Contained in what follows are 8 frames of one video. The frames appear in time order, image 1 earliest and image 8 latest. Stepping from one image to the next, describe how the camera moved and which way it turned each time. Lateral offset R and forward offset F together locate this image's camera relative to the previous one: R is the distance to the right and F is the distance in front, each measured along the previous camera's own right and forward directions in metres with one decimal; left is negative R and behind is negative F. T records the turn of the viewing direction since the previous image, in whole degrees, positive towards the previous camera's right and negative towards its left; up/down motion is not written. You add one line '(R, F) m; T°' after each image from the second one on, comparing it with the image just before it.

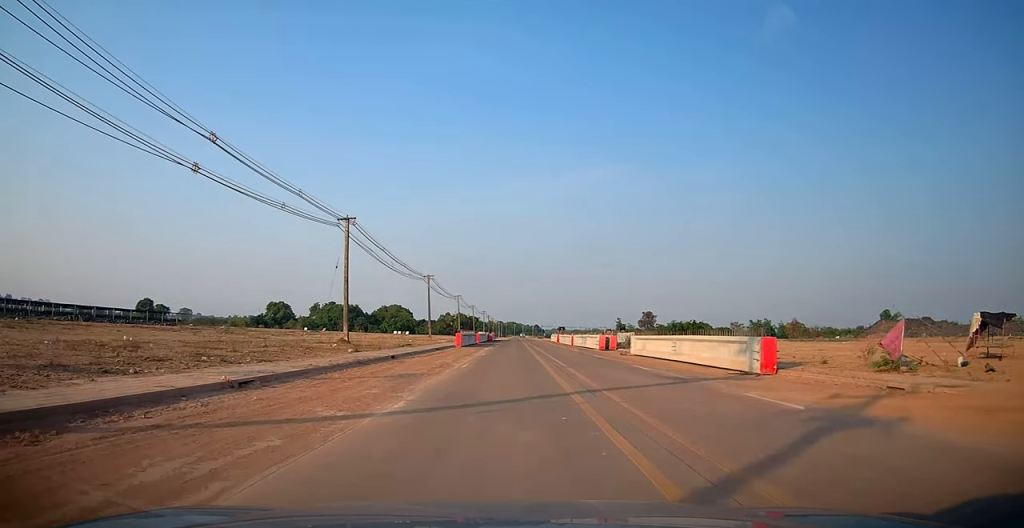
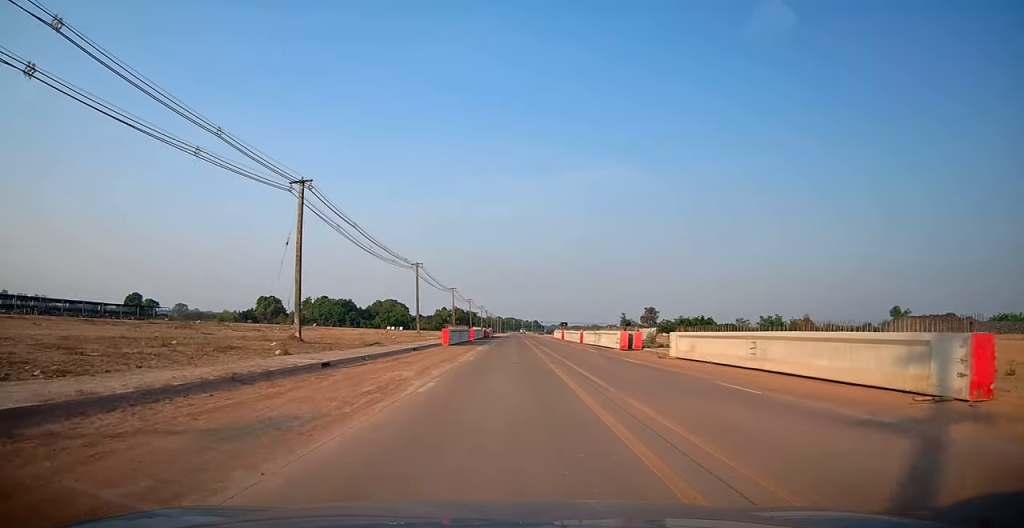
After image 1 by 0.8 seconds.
(+0.1, +9.7) m; 0°
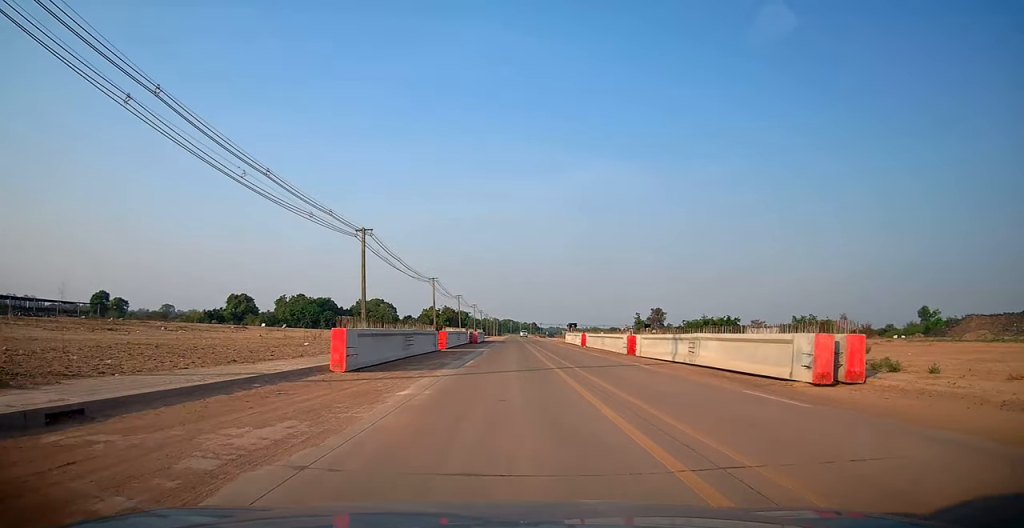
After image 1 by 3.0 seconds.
(0.0, +25.6) m; 0°
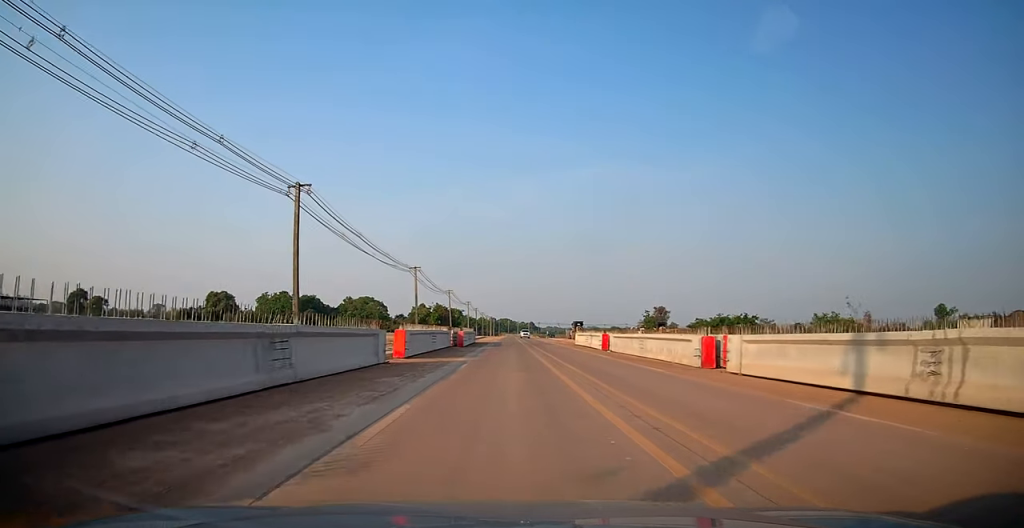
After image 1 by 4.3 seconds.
(-0.3, +14.4) m; -1°
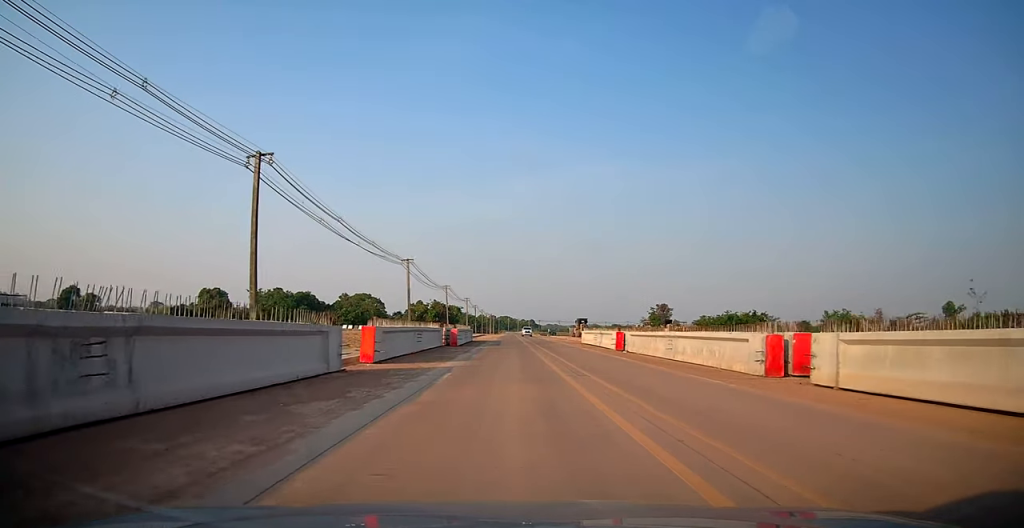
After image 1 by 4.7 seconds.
(+0.1, +5.6) m; 0°
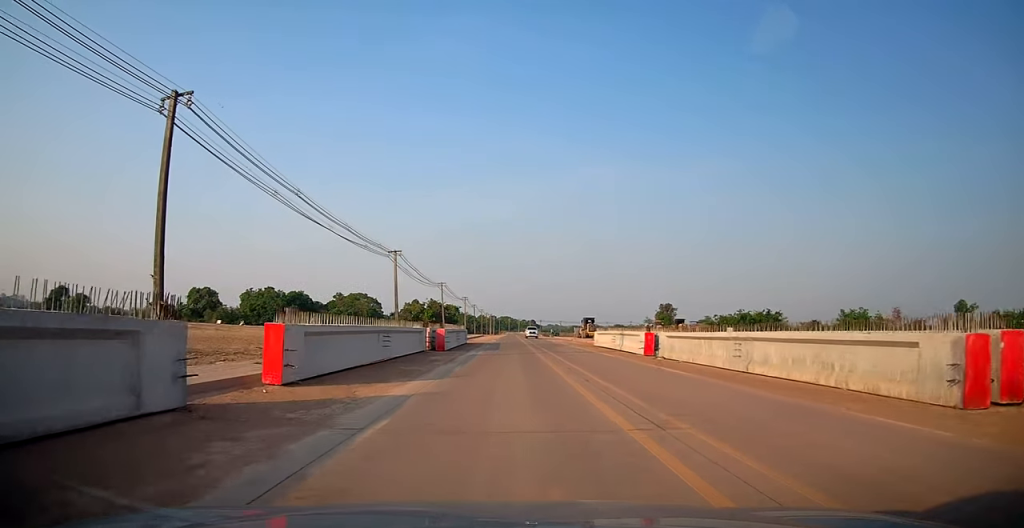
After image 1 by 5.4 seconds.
(+0.1, +7.9) m; +1°
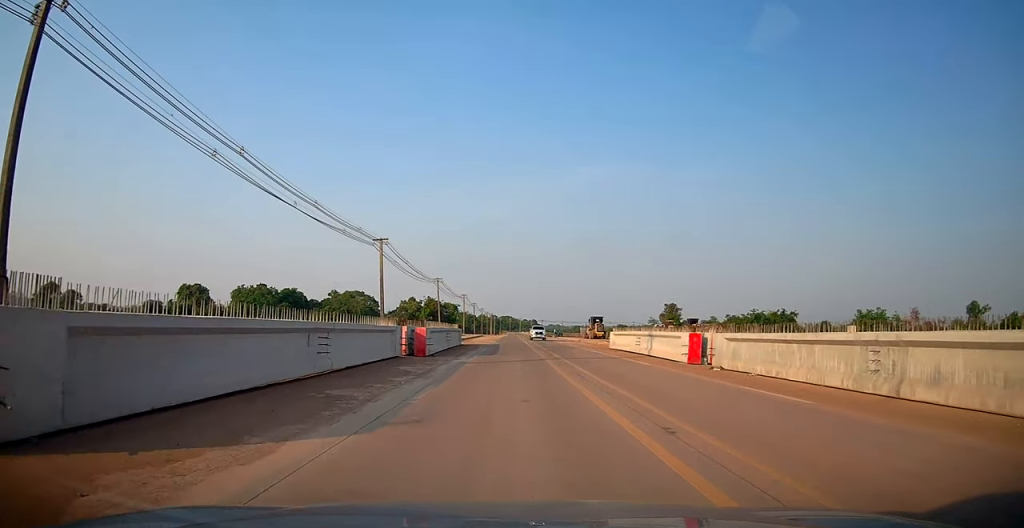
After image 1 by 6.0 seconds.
(0.0, +7.4) m; -1°
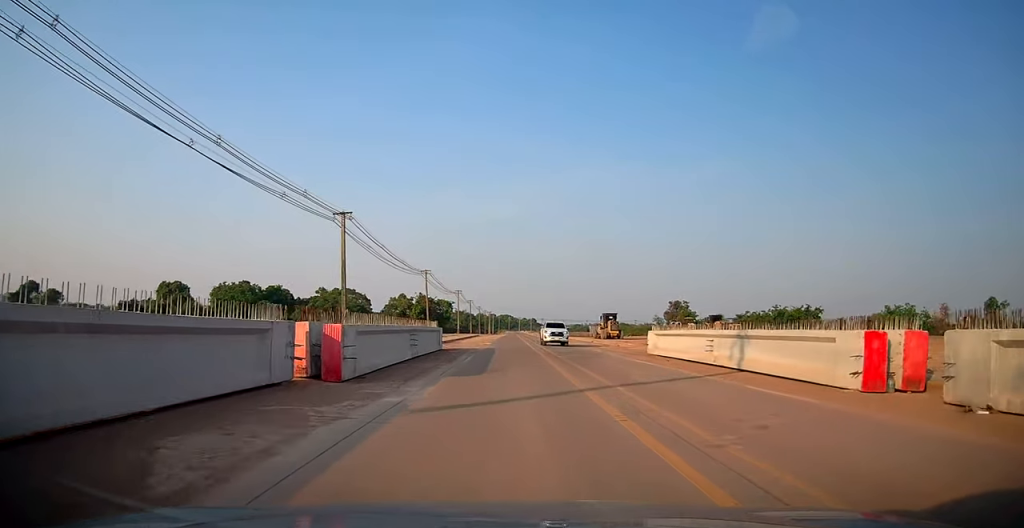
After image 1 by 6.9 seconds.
(-0.2, +11.9) m; -1°
